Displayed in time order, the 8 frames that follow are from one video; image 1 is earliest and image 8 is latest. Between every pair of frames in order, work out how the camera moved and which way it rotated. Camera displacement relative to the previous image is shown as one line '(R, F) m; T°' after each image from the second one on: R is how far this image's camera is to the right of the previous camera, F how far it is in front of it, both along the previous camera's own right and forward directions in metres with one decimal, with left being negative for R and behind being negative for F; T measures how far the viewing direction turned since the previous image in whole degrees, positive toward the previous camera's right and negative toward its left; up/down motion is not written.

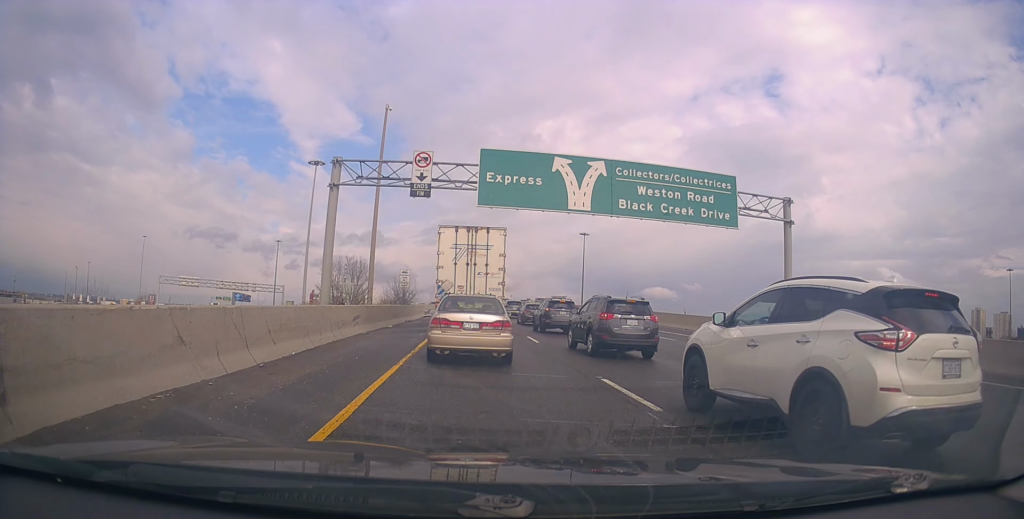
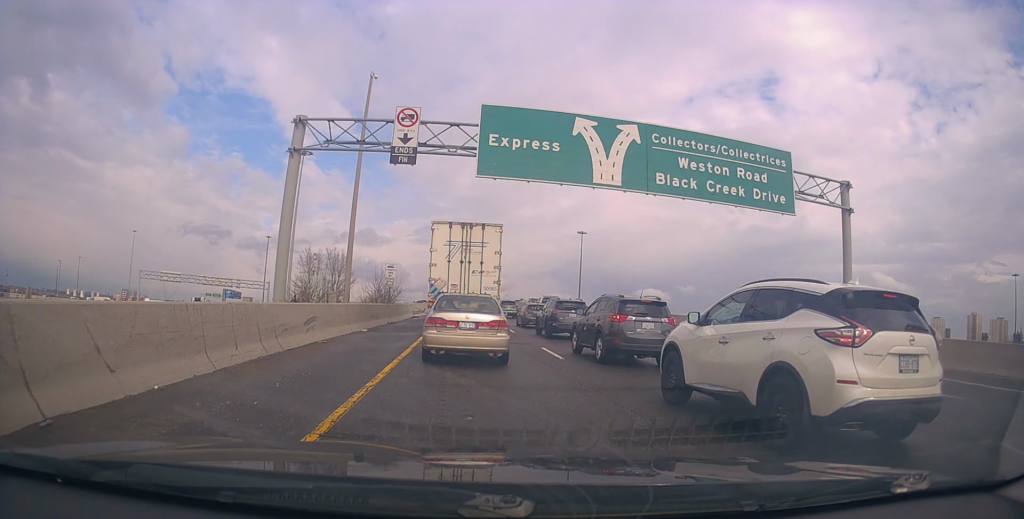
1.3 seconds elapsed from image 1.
(0.0, +5.9) m; 0°
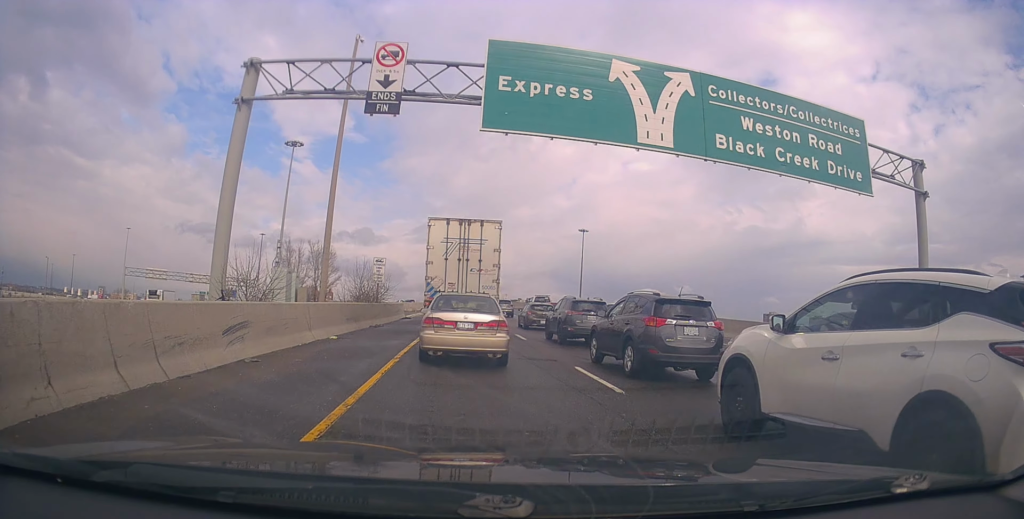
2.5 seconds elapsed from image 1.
(0.0, +5.3) m; +5°
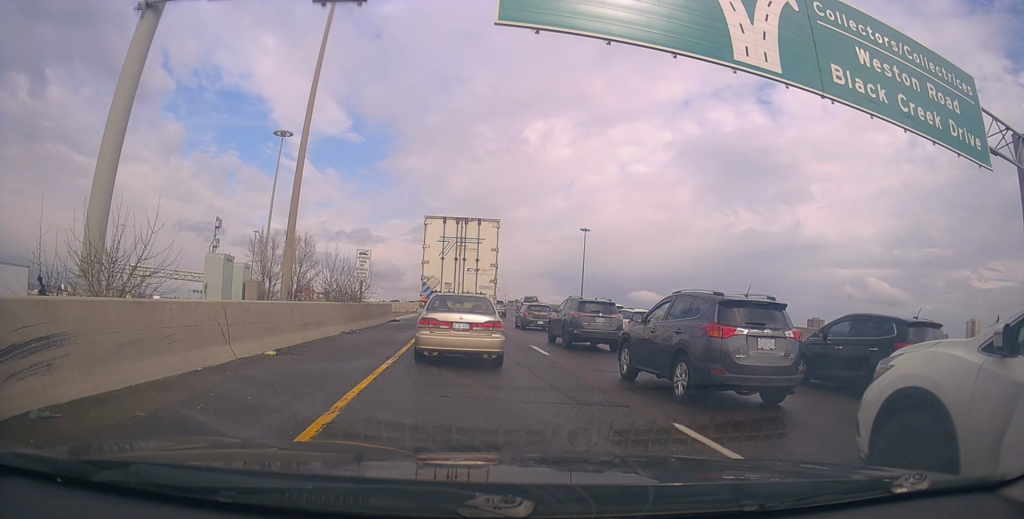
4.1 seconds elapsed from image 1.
(+0.5, +6.1) m; 0°
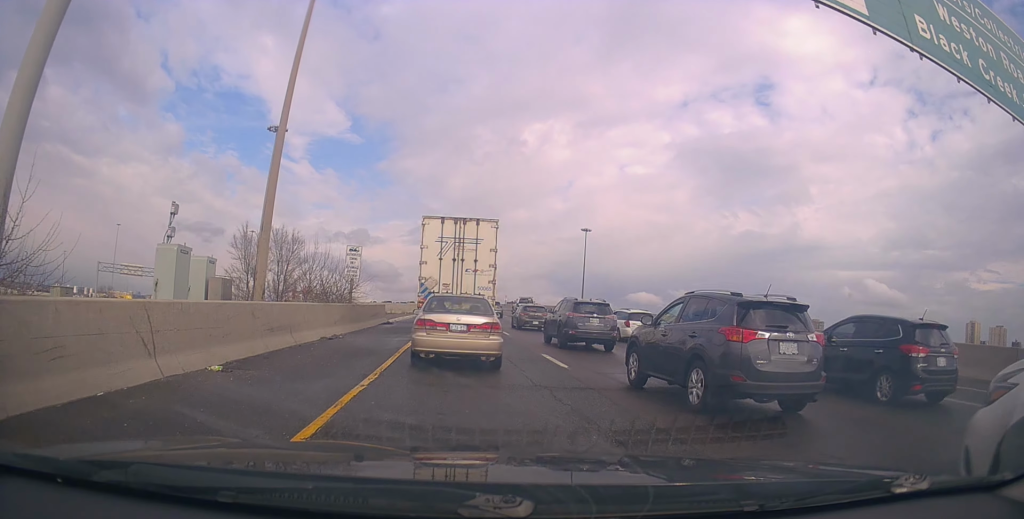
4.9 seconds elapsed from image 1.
(-0.2, +2.9) m; -4°
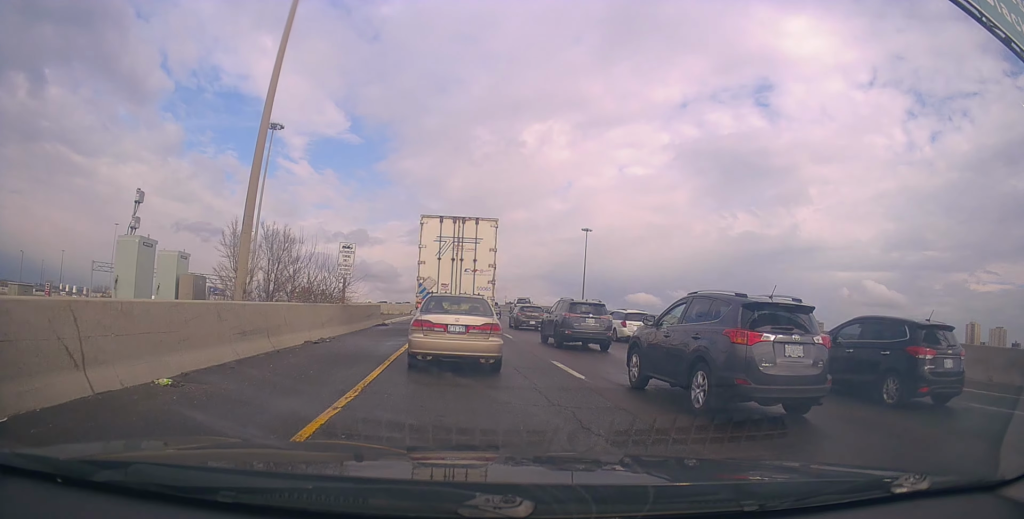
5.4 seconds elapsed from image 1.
(-0.1, +1.7) m; +4°
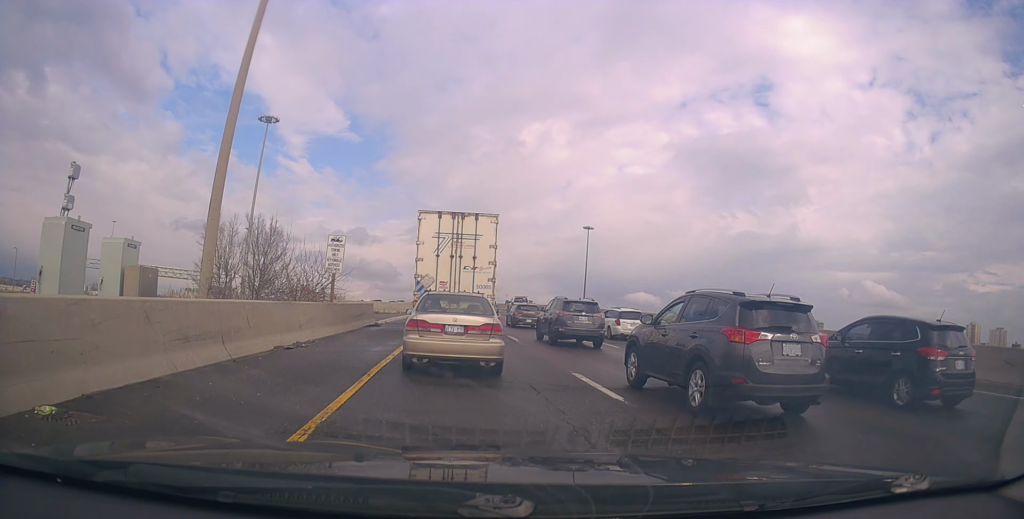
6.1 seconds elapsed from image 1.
(+0.1, +2.5) m; +3°
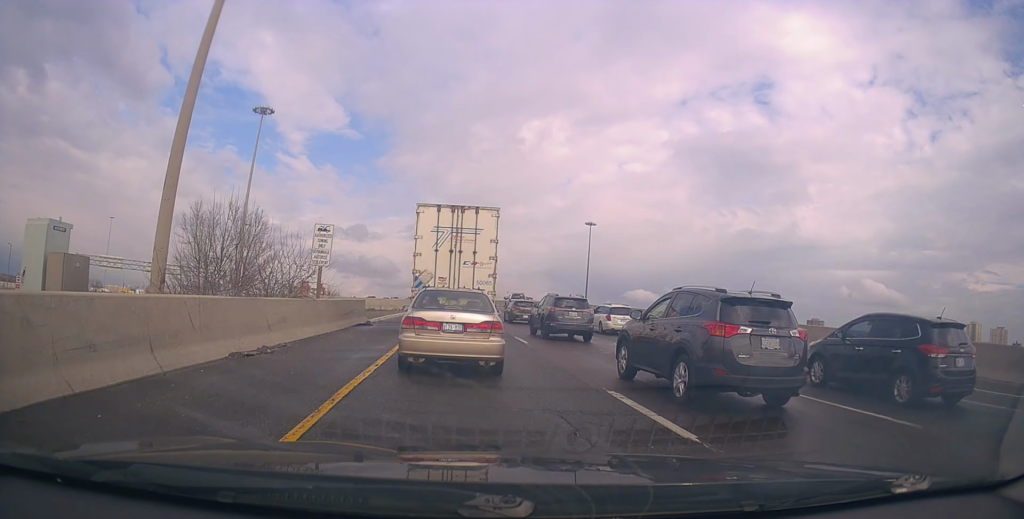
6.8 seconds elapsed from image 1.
(+0.4, +2.6) m; +1°
